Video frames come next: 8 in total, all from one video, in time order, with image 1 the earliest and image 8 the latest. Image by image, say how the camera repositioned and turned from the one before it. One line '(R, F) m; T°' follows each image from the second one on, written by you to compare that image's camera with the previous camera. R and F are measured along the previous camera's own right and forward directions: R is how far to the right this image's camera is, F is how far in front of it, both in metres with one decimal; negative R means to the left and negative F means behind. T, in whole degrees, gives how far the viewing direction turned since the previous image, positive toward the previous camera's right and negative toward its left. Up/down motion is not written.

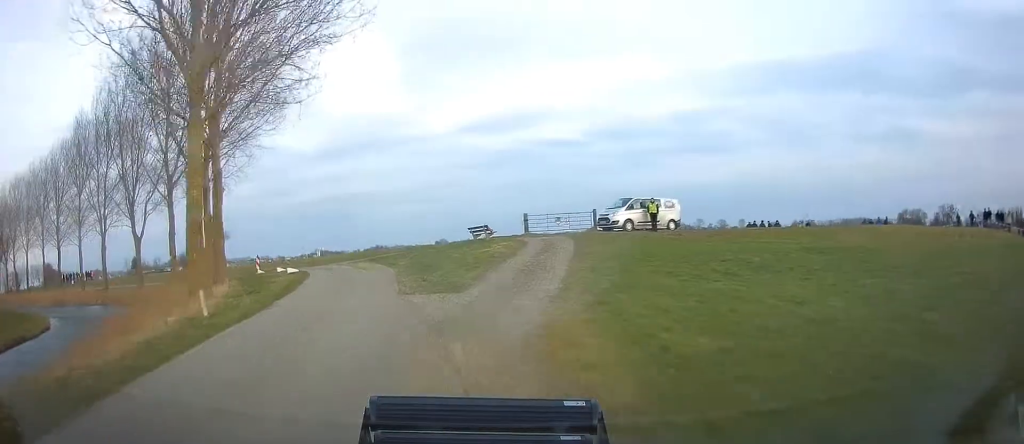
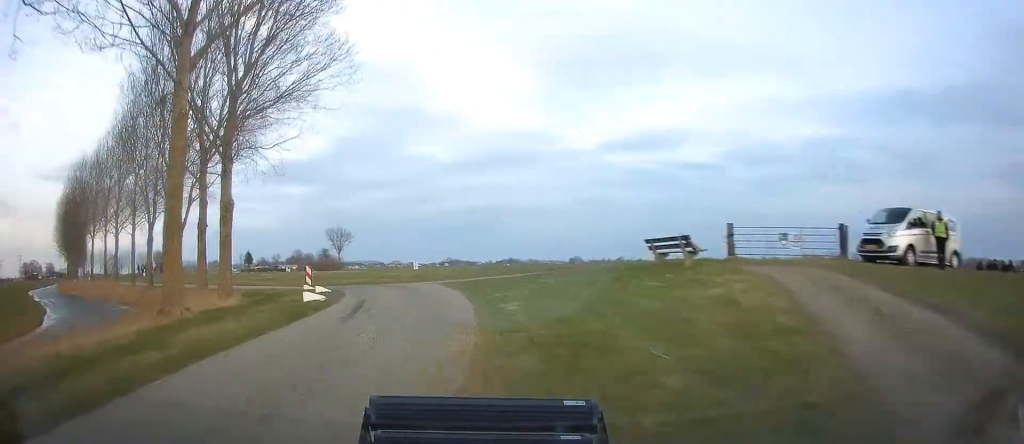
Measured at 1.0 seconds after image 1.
(-2.0, +13.9) m; -14°
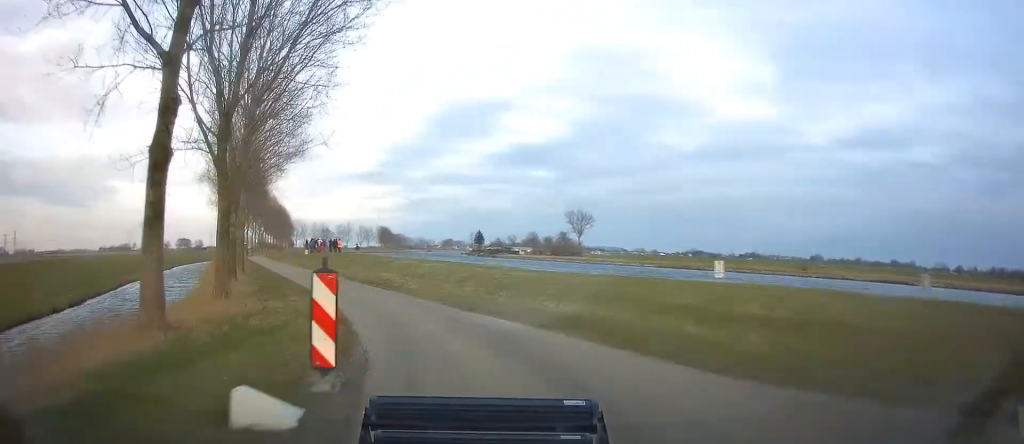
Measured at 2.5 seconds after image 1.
(-4.2, +22.6) m; -23°
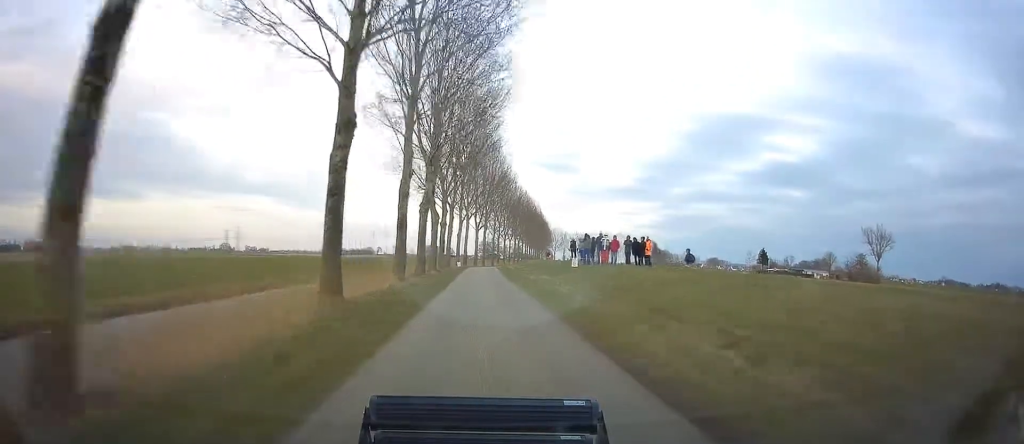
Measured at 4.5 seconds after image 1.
(-10.1, +38.9) m; -21°
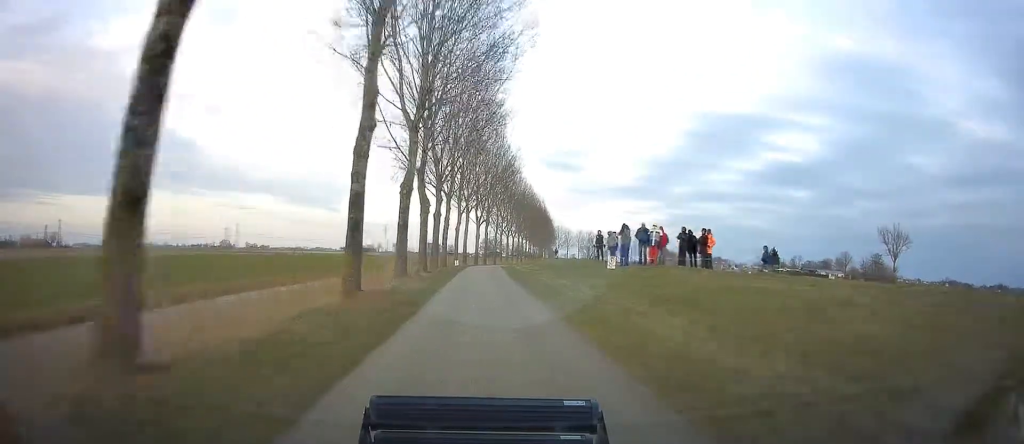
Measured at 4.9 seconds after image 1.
(-0.2, +9.8) m; -1°
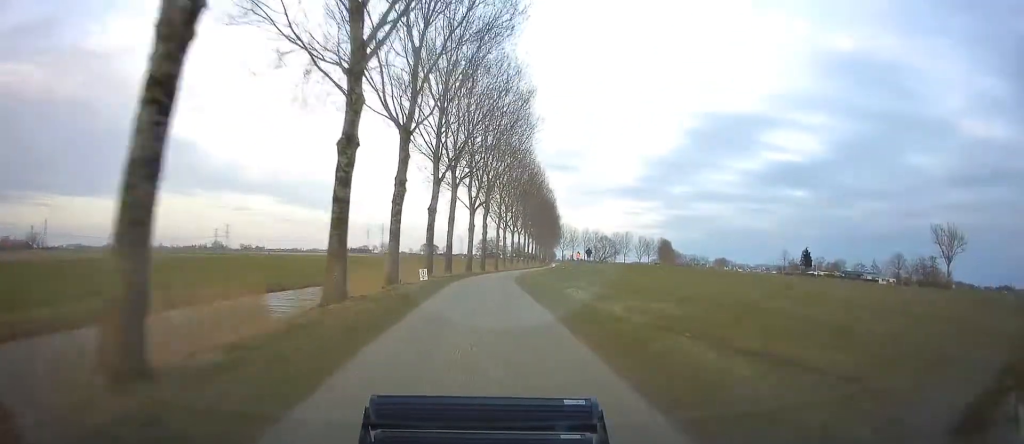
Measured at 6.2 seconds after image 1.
(+0.2, +31.2) m; +1°
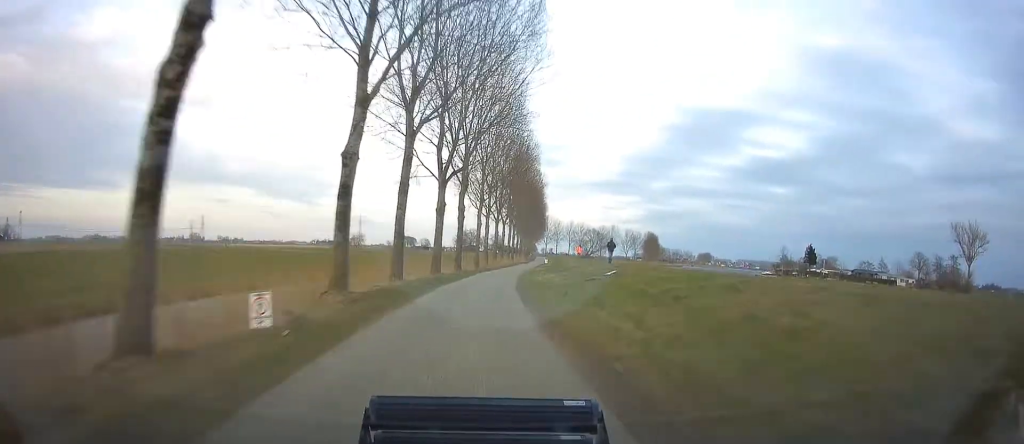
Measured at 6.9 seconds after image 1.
(0.0, +18.3) m; +1°
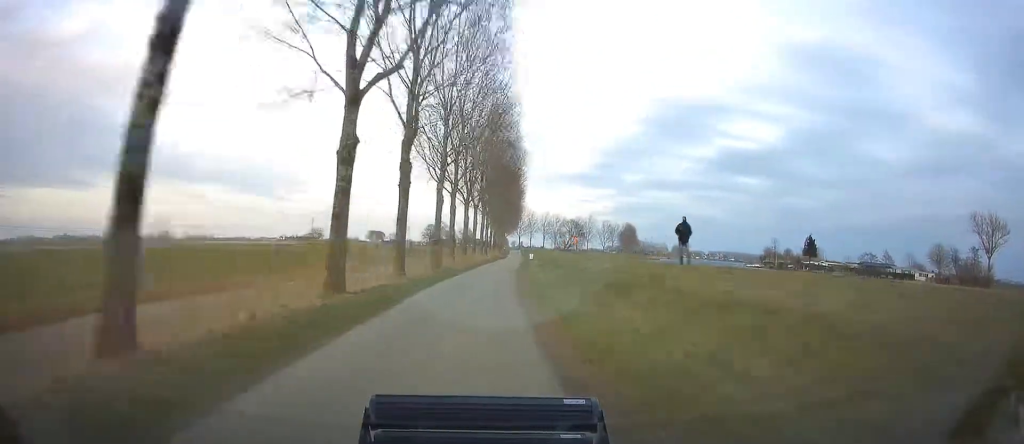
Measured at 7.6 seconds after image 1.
(+0.3, +19.9) m; +2°
